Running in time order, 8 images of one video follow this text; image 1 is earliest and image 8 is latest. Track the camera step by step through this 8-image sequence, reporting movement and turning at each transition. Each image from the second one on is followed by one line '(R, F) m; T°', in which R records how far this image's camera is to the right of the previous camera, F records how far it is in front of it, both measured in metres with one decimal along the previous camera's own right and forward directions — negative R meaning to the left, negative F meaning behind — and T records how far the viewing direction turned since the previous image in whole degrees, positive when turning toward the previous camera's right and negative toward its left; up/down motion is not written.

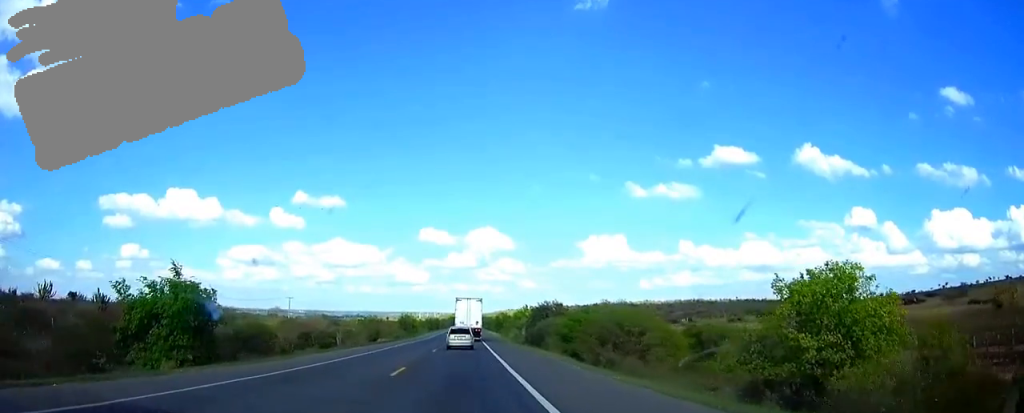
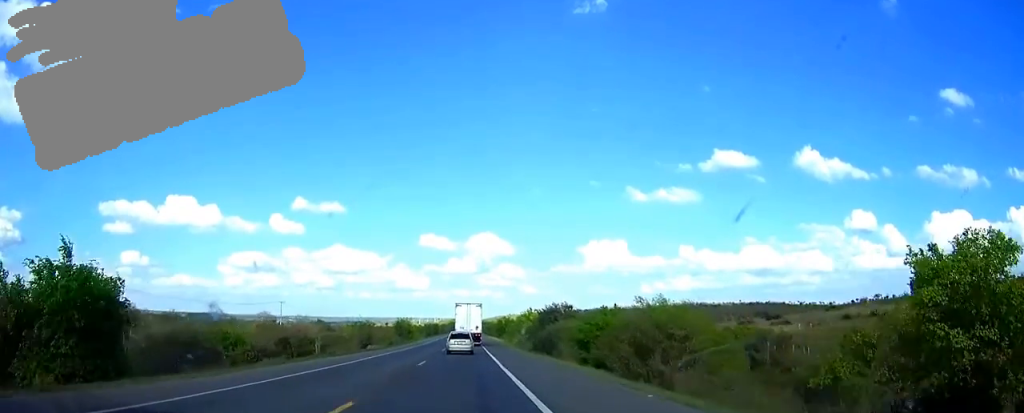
(0.0, +9.8) m; 0°
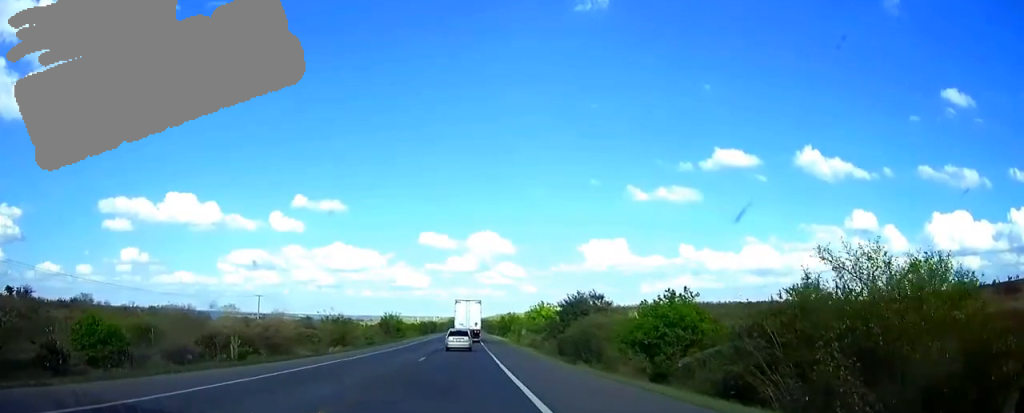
(0.0, +21.9) m; 0°
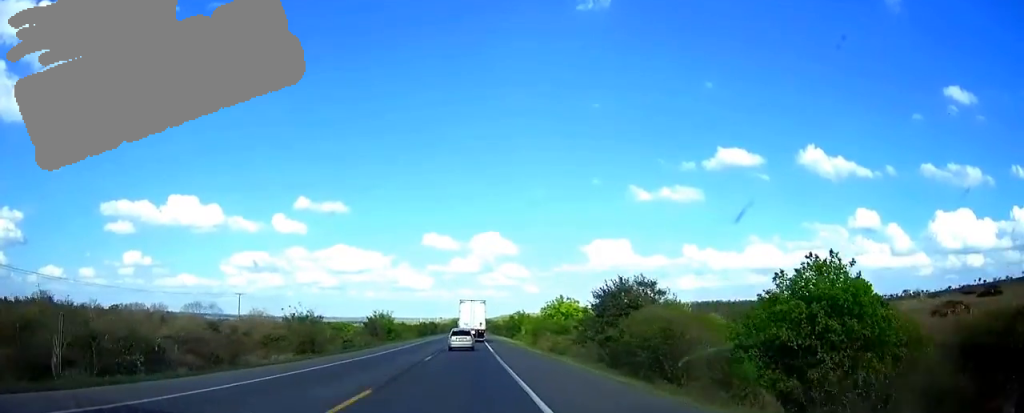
(-0.1, +18.9) m; 0°
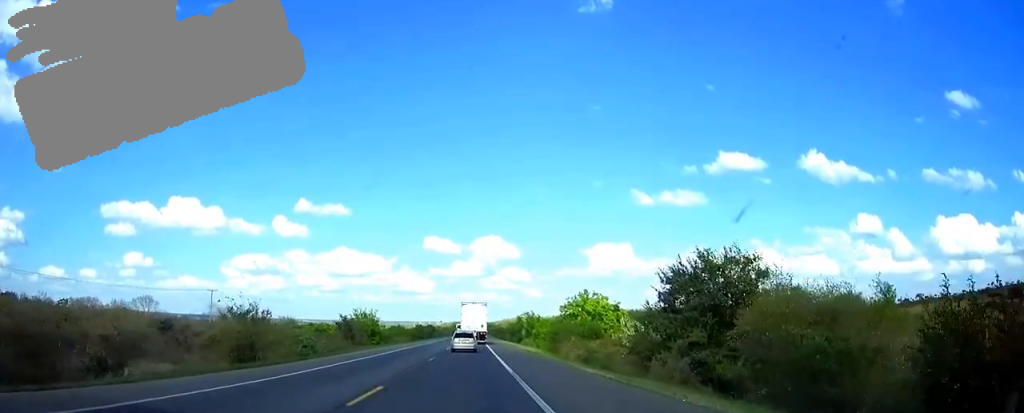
(-0.1, +19.0) m; 0°
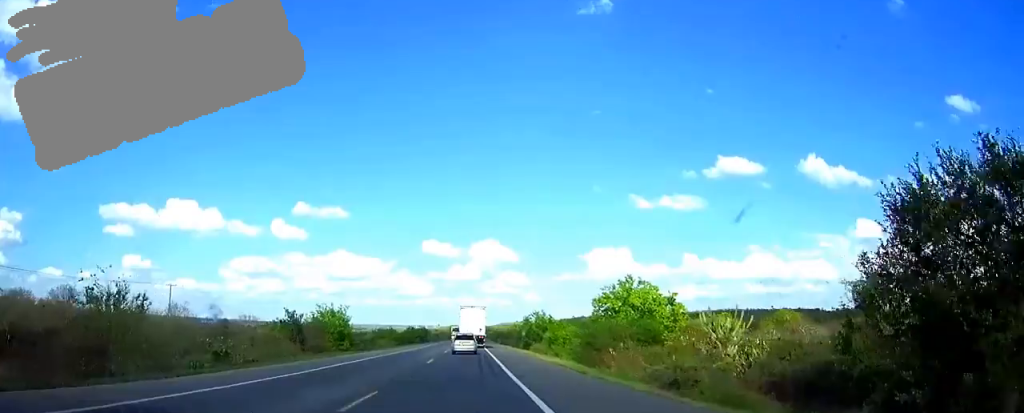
(0.0, +20.7) m; 0°
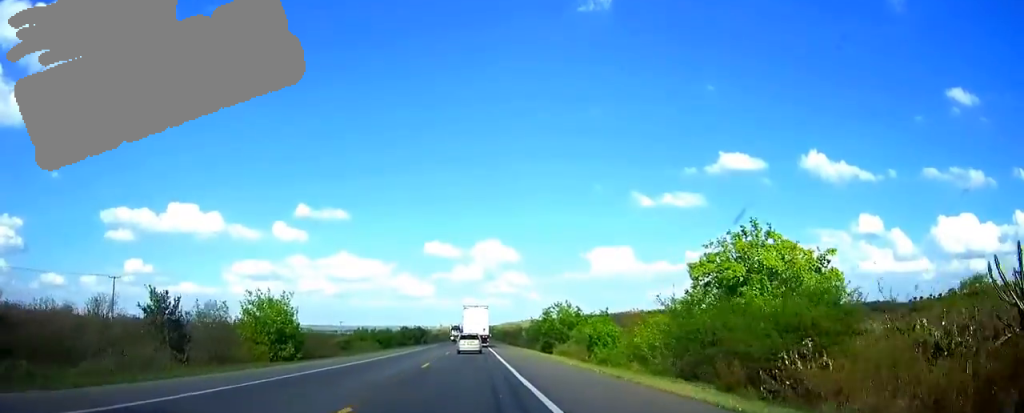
(+0.1, +23.3) m; 0°
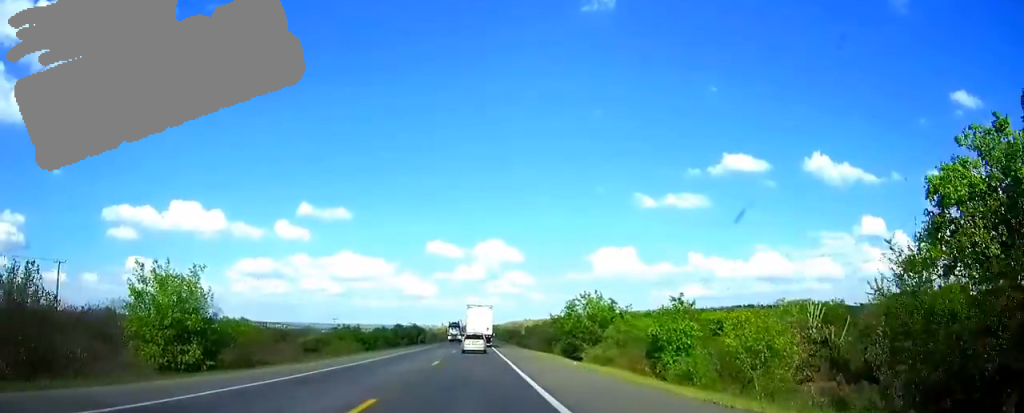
(-0.1, +17.3) m; 0°
